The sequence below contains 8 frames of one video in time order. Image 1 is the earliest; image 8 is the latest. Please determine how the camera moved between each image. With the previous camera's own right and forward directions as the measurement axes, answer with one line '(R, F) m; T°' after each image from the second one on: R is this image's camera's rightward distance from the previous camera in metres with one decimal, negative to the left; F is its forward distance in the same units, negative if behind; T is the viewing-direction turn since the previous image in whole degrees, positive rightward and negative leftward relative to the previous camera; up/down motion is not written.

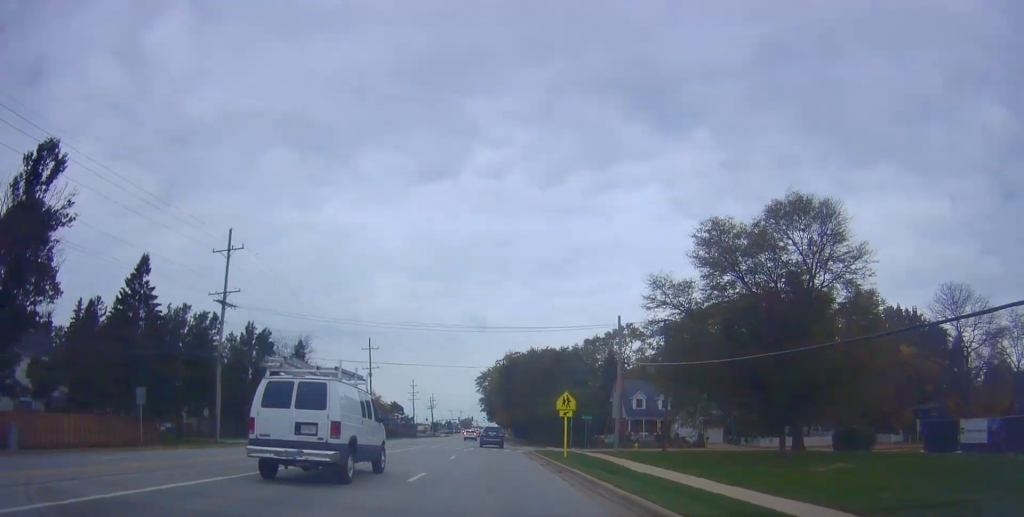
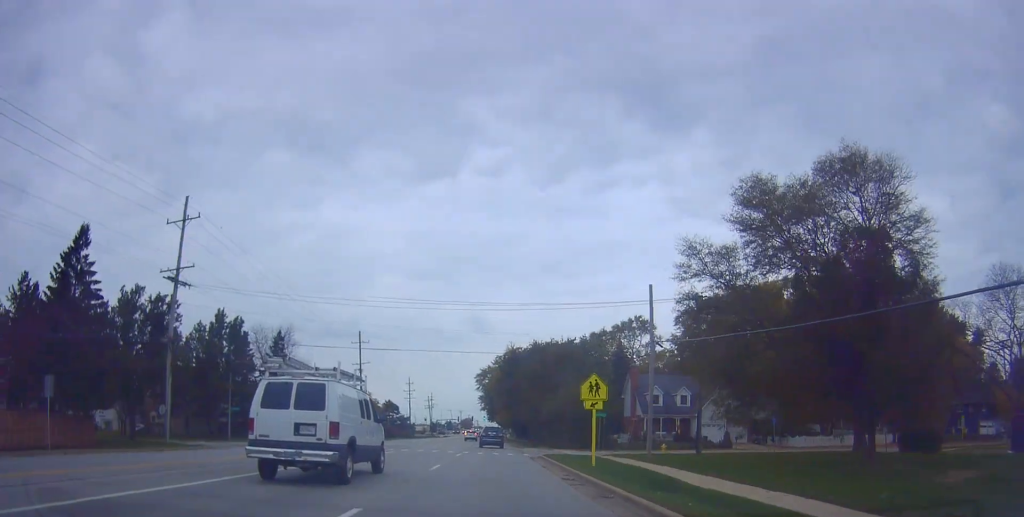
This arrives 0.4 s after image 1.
(0.0, +7.9) m; 0°
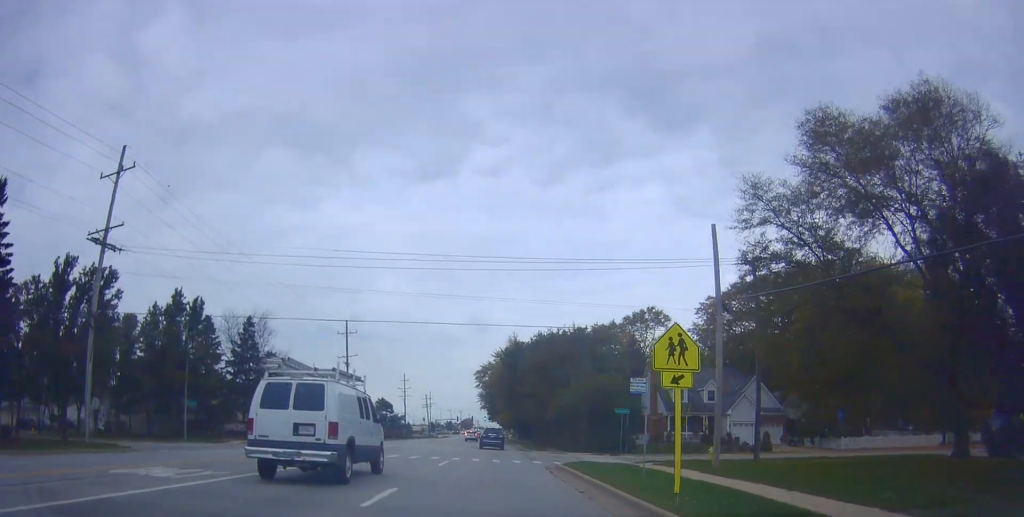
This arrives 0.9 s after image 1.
(0.0, +9.2) m; 0°
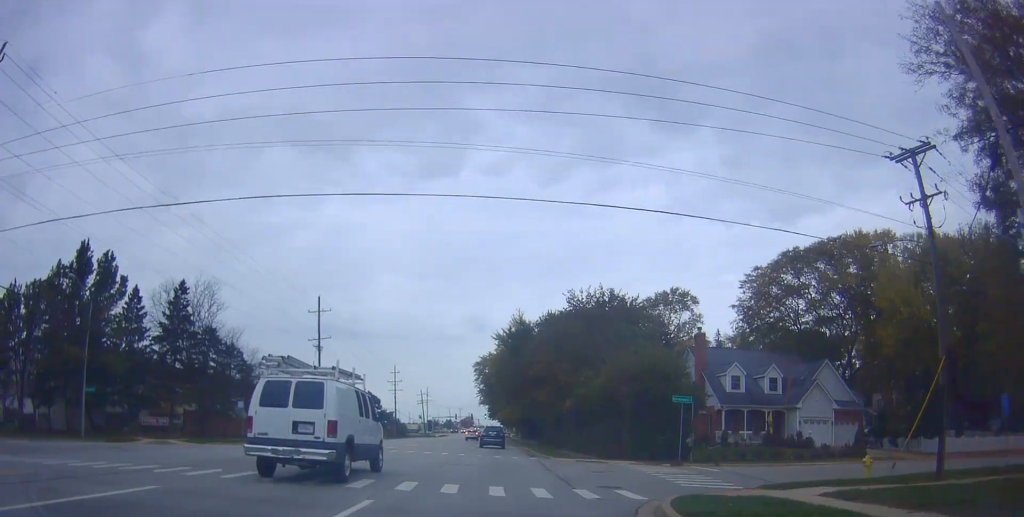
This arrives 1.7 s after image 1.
(0.0, +14.5) m; 0°
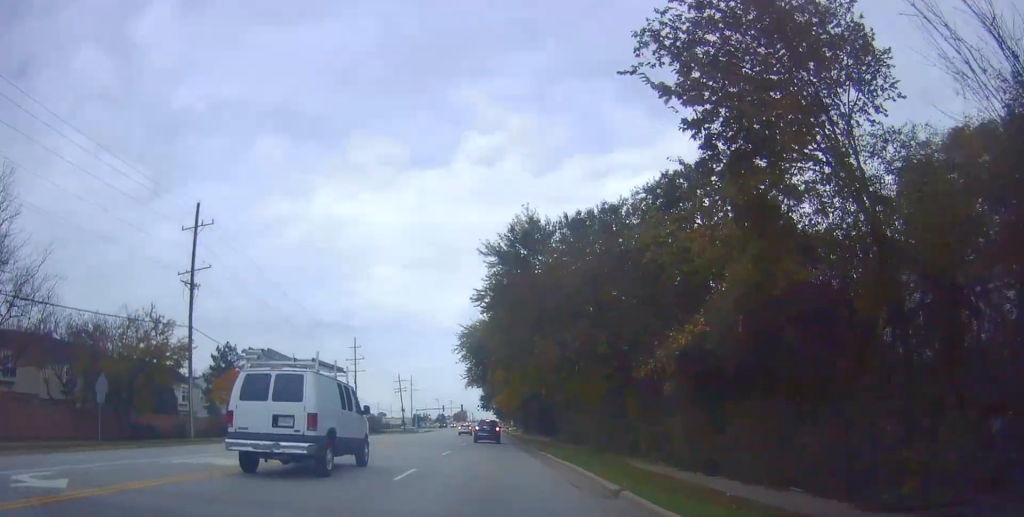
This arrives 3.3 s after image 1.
(+0.8, +31.2) m; +3°
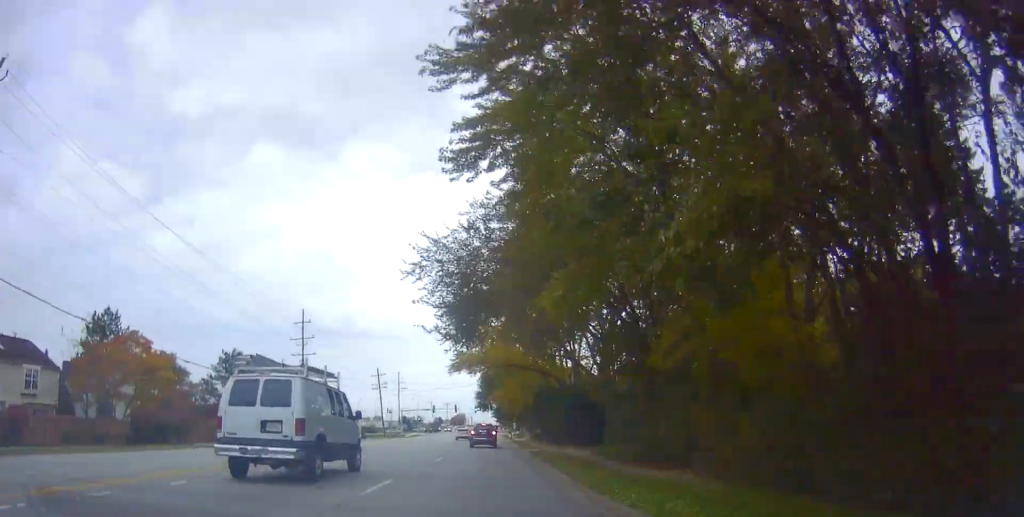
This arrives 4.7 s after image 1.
(-0.2, +26.5) m; -1°
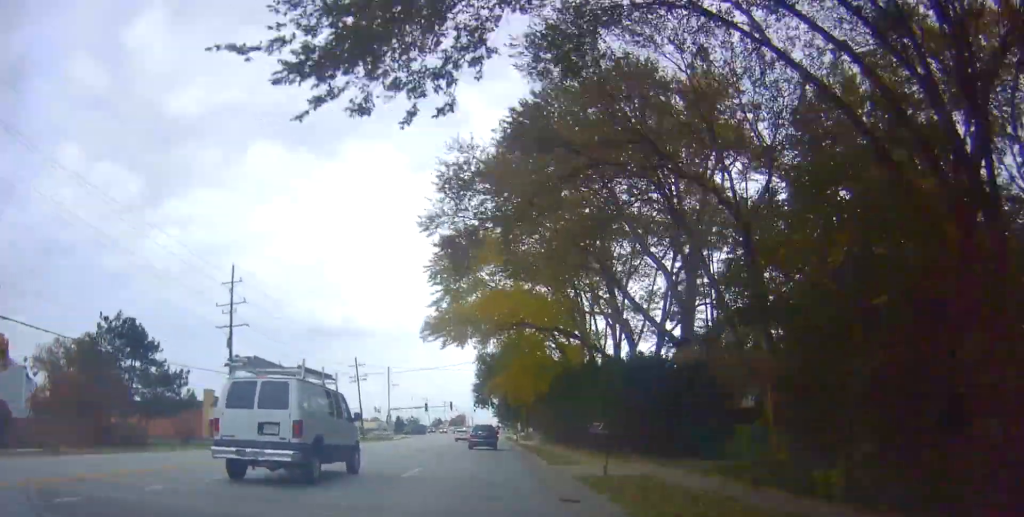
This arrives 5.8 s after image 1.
(-0.2, +20.7) m; 0°
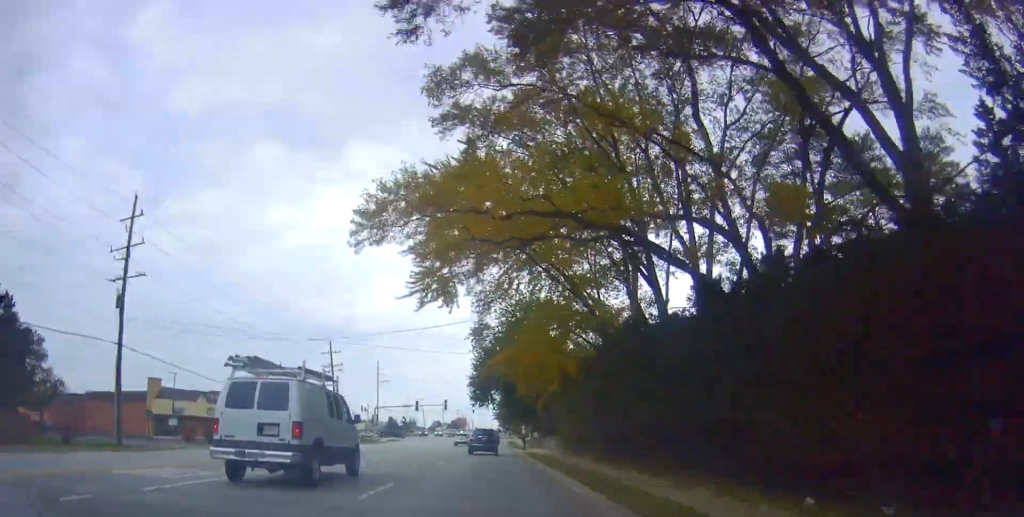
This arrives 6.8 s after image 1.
(+0.2, +17.3) m; 0°
